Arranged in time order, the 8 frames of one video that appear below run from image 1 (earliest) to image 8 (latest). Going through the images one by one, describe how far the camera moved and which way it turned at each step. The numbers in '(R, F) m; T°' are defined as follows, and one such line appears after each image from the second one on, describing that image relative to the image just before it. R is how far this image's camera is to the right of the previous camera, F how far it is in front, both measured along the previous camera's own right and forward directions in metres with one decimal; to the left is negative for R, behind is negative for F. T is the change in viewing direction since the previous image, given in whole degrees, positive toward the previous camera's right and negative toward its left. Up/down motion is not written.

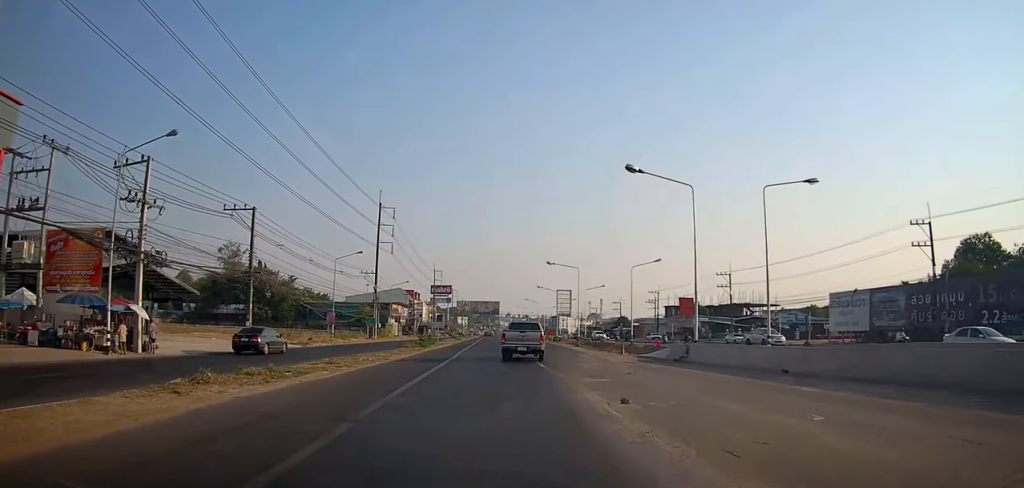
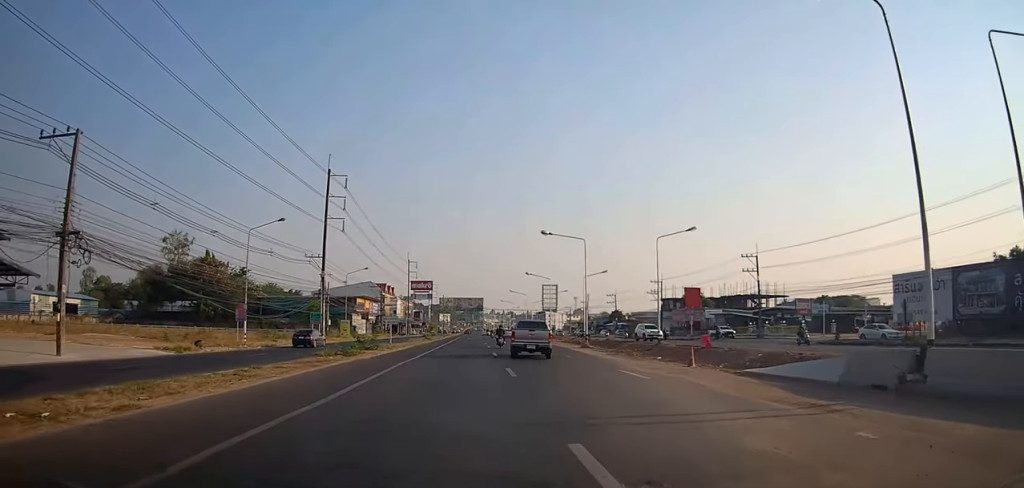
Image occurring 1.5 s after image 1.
(+0.9, +16.9) m; +6°
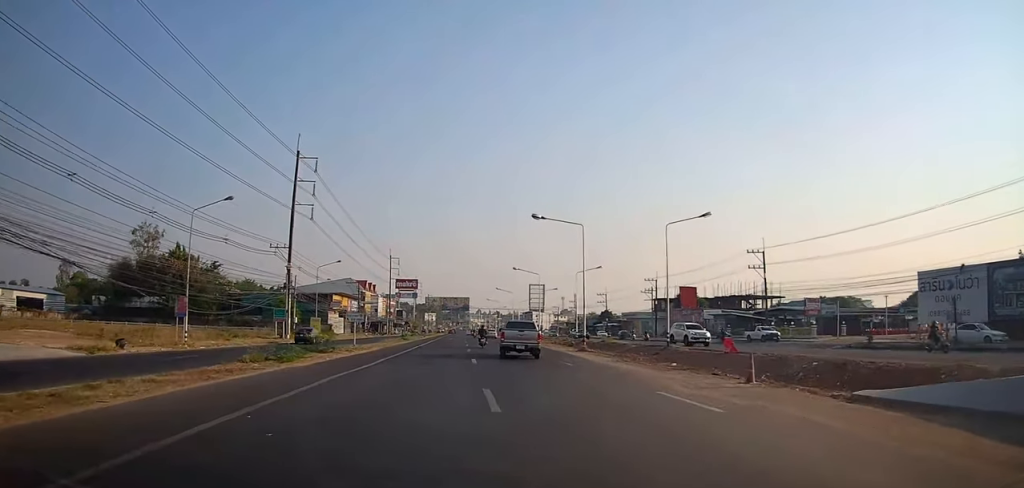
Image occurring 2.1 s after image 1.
(+0.1, +6.5) m; +1°
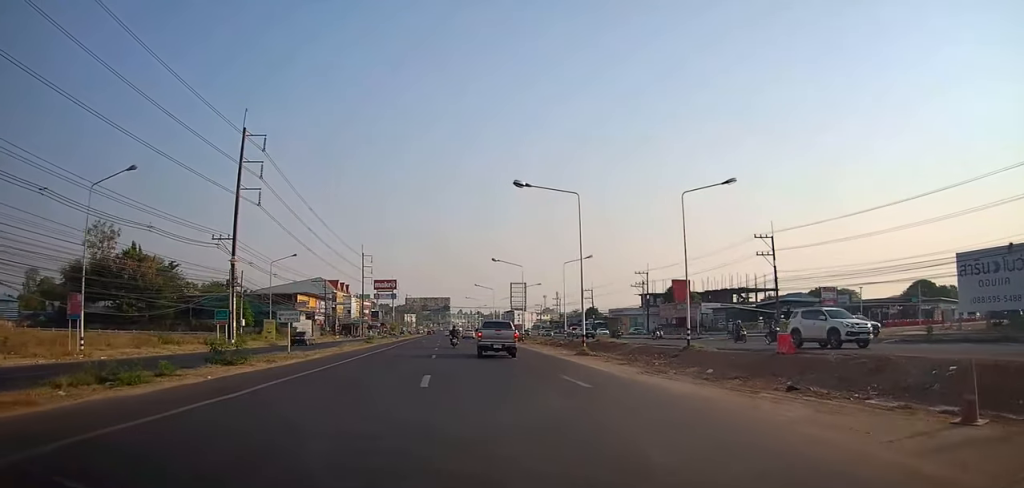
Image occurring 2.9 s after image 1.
(0.0, +8.3) m; 0°
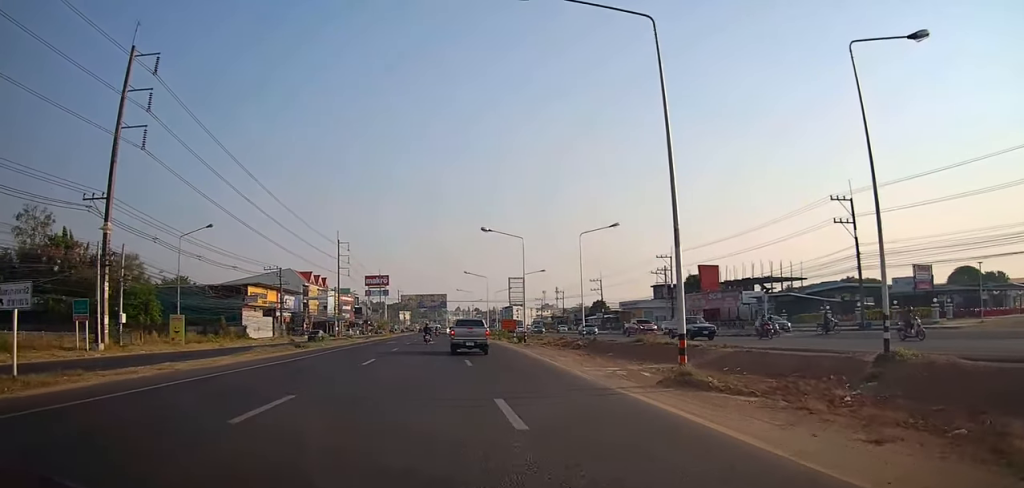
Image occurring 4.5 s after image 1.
(-0.8, +17.5) m; -3°
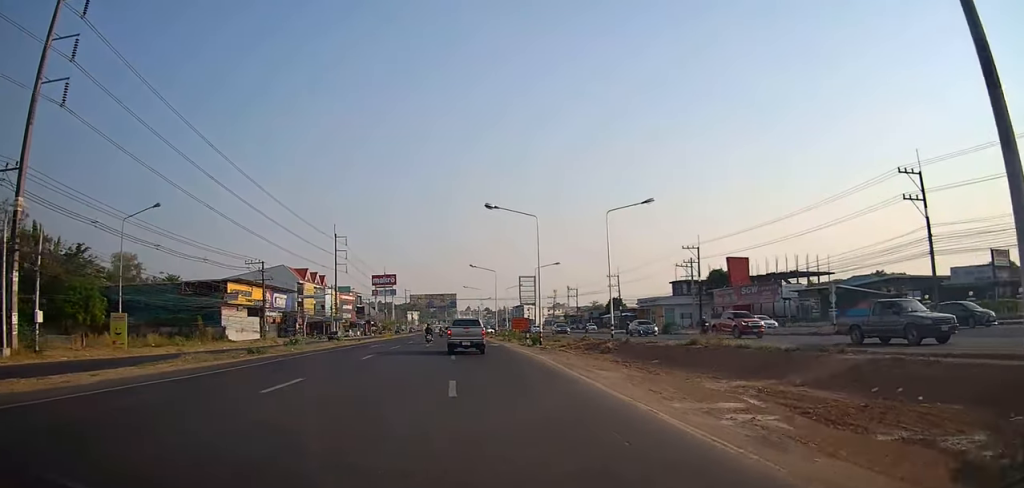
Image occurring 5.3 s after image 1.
(+0.1, +8.7) m; 0°
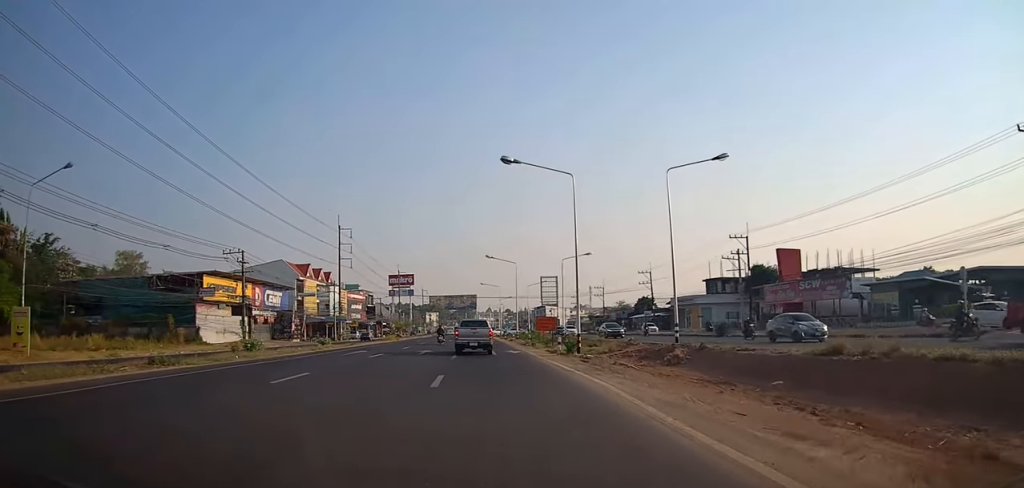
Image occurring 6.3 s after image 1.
(+0.1, +10.6) m; -2°
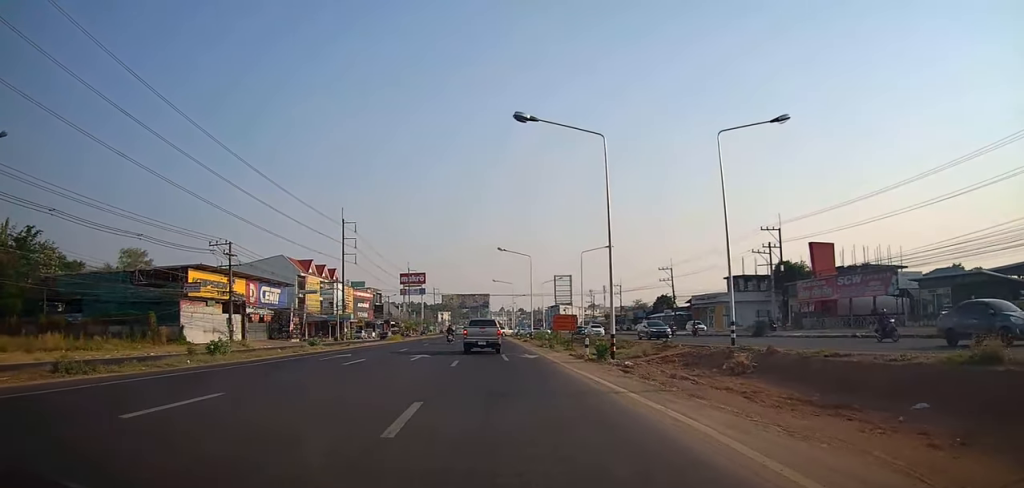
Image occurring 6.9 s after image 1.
(-0.2, +5.6) m; -2°
